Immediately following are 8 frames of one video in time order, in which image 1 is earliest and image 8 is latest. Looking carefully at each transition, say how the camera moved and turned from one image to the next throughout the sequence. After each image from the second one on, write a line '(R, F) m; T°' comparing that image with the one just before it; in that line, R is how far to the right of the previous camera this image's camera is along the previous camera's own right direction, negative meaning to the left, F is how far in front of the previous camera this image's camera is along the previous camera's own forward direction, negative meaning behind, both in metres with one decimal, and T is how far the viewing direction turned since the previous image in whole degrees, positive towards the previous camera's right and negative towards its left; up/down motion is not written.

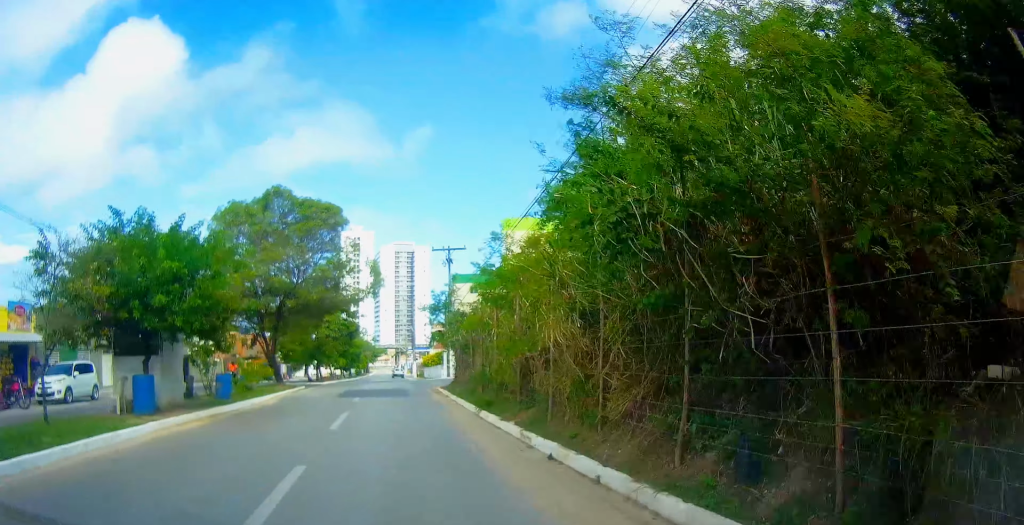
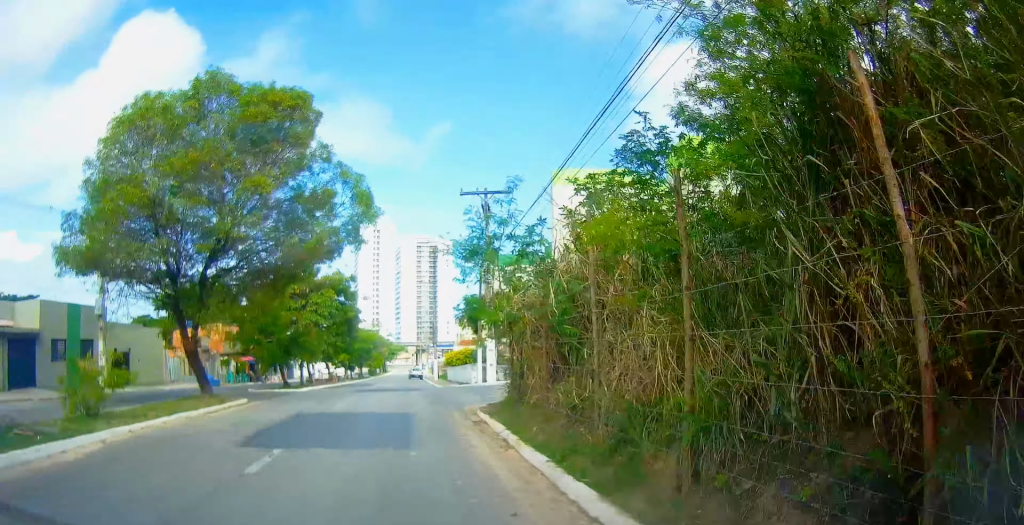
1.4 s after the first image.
(-0.2, +14.2) m; -3°
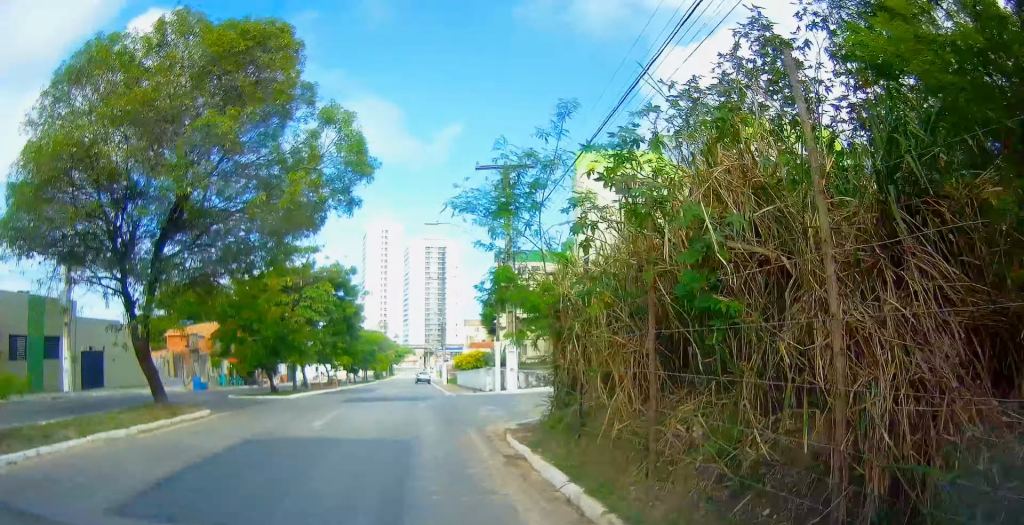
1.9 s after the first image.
(-0.2, +4.4) m; -1°
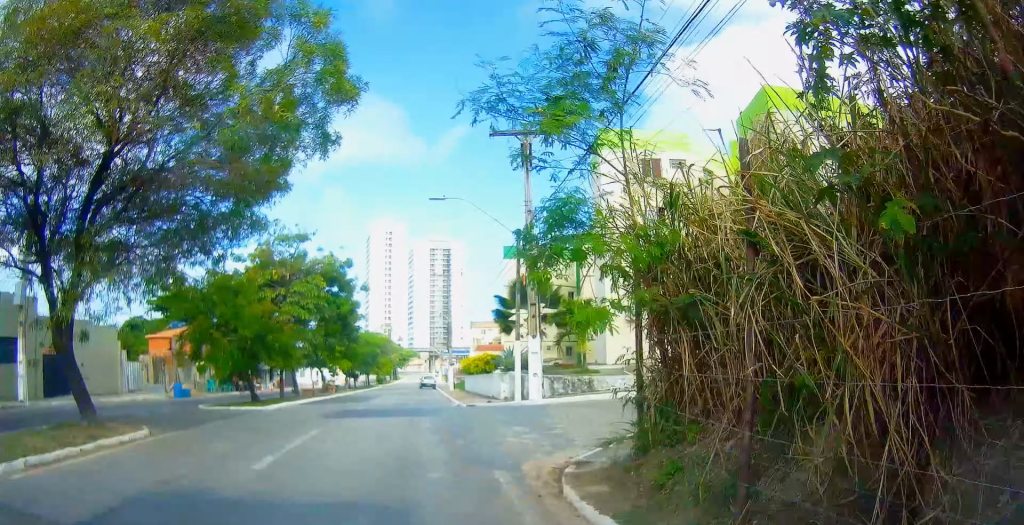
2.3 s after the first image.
(0.0, +4.1) m; 0°
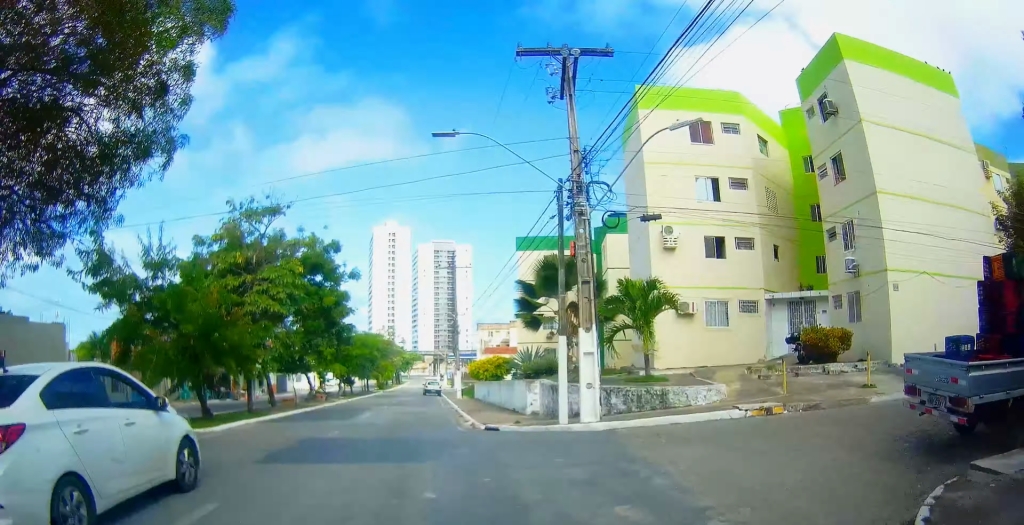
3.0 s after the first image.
(+0.1, +6.0) m; 0°
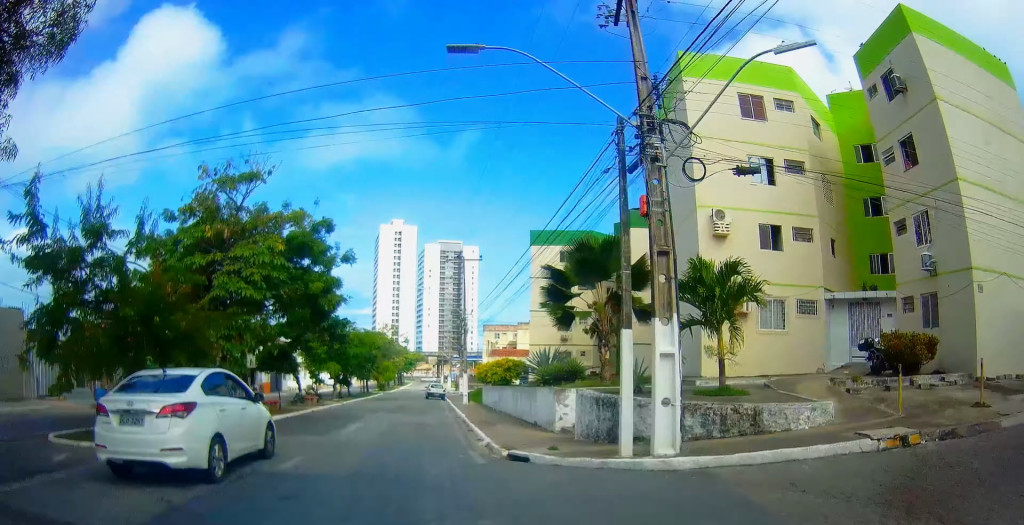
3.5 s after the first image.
(0.0, +3.8) m; 0°
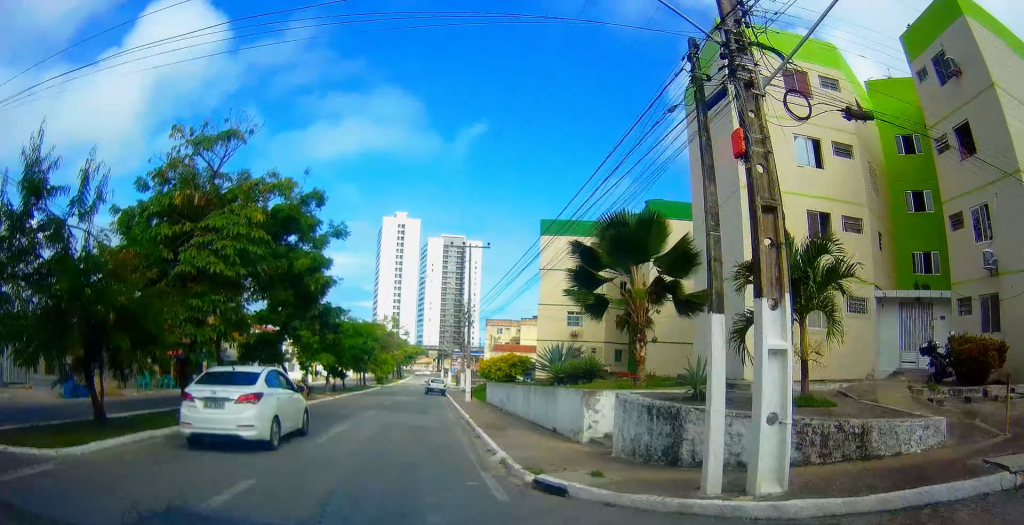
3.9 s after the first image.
(0.0, +2.9) m; 0°
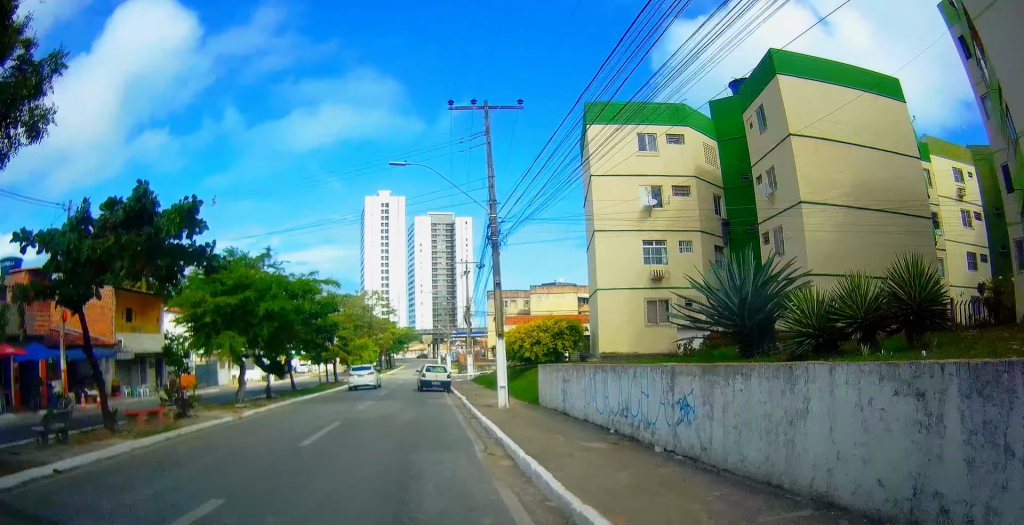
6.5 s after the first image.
(+0.3, +15.9) m; +2°
